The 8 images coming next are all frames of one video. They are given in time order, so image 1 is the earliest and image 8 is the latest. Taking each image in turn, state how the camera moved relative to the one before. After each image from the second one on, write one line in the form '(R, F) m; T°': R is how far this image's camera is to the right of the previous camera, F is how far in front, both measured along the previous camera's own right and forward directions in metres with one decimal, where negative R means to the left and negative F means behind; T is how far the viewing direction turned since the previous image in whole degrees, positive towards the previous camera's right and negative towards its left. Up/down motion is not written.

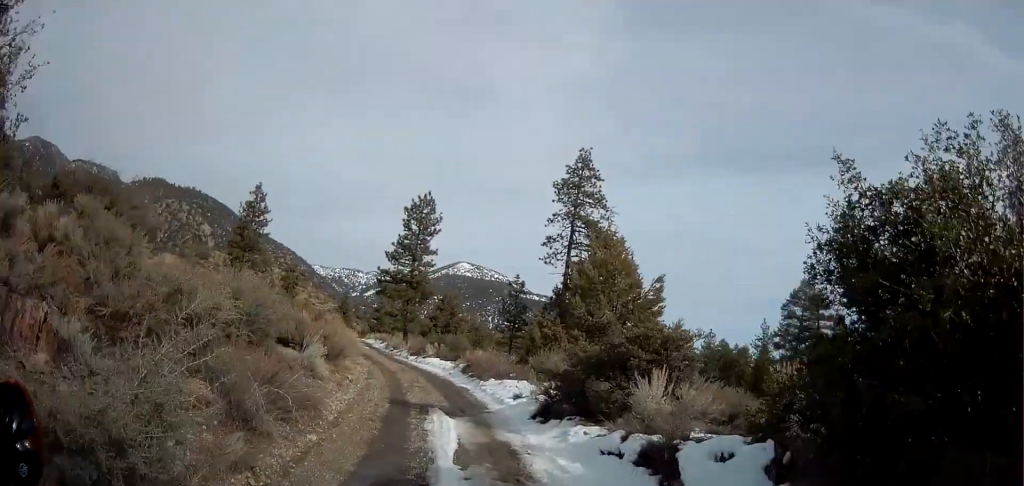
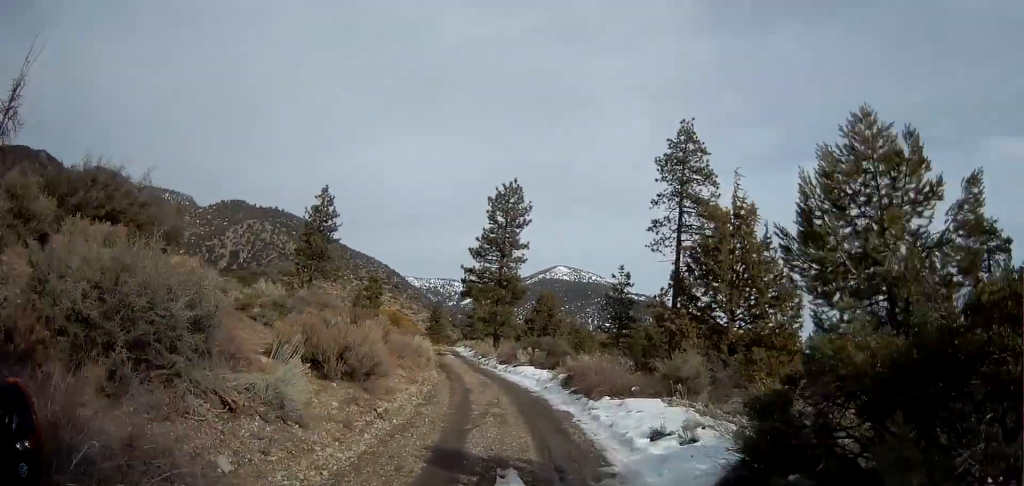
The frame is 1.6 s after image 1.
(-0.7, +6.6) m; -7°
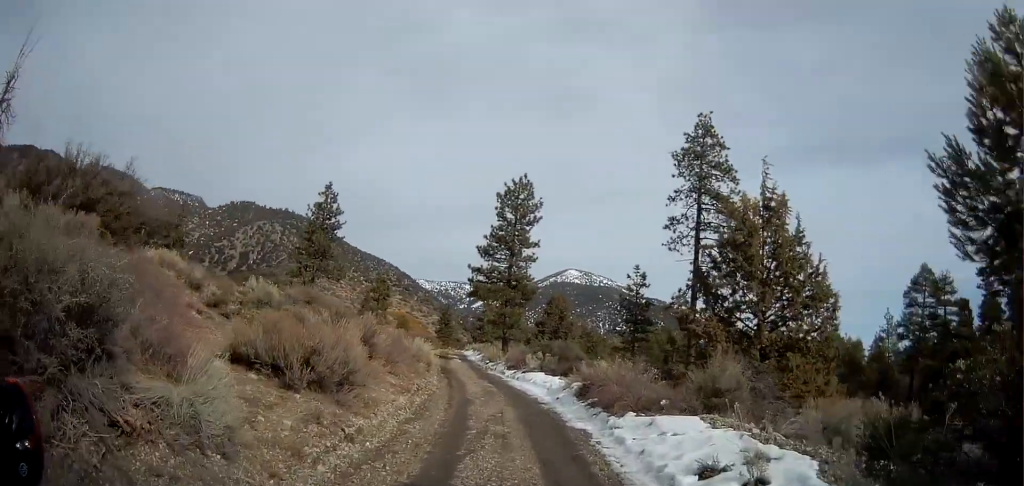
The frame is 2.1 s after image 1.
(+0.1, +2.3) m; 0°
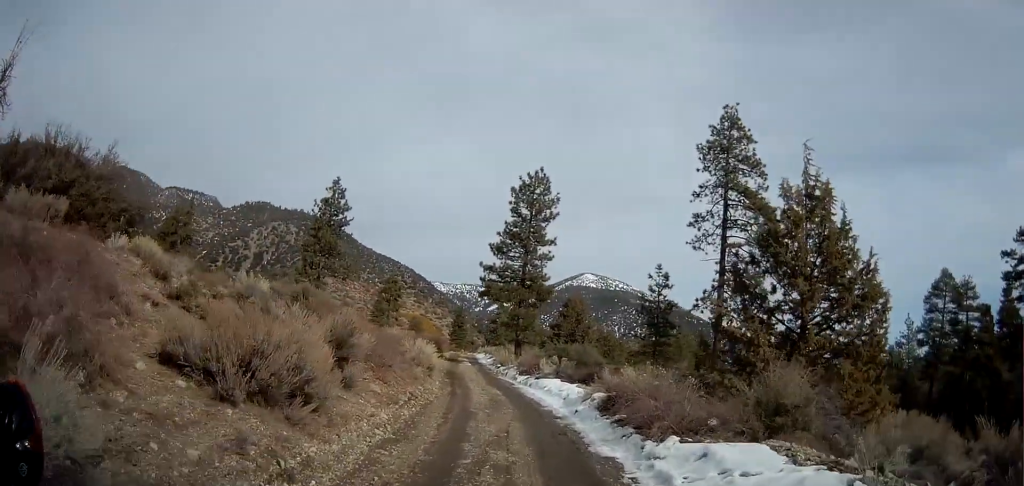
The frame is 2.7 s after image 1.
(-0.1, +2.8) m; -3°
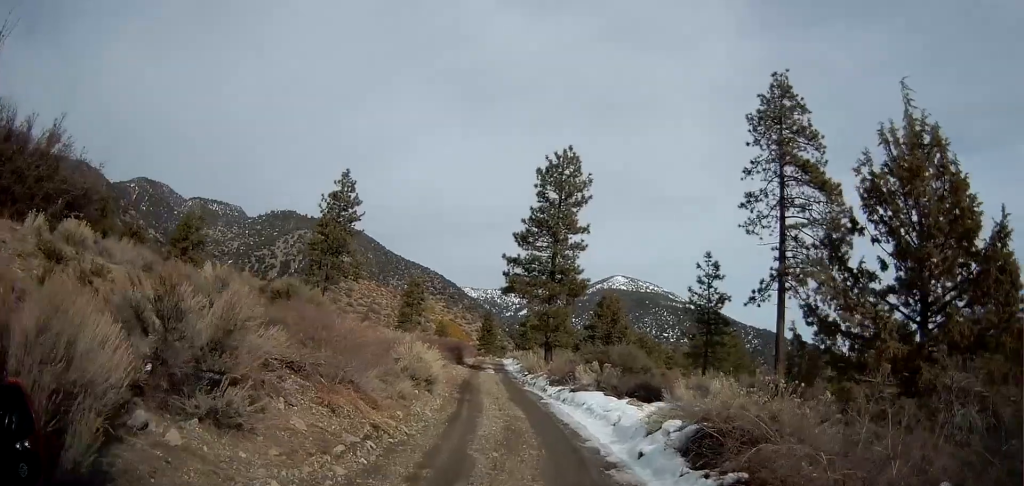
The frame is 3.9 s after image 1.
(-0.2, +5.8) m; -7°
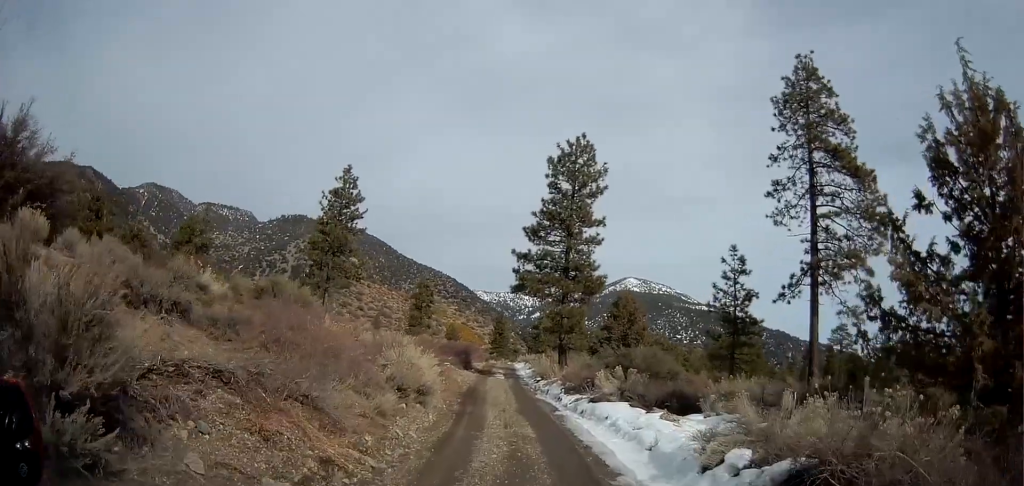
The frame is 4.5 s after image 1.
(-0.1, +2.8) m; -1°
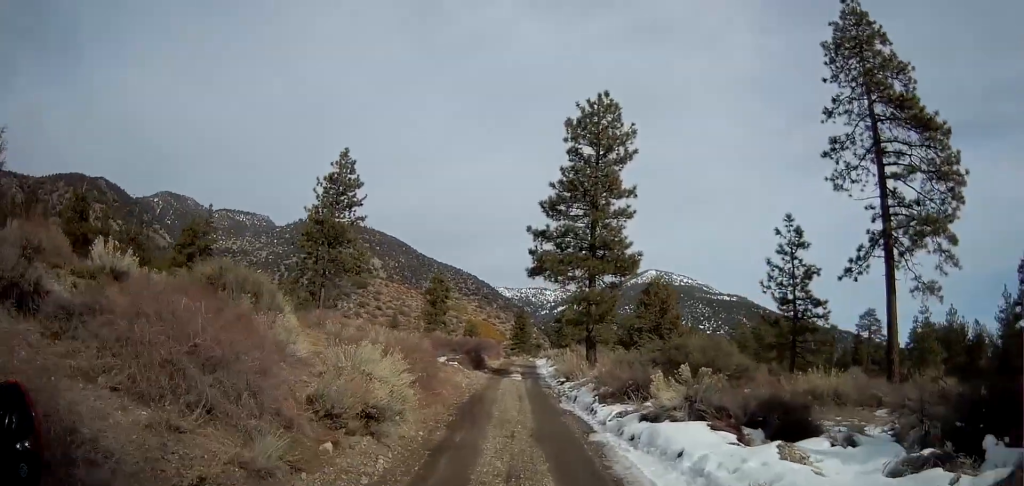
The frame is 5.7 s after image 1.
(0.0, +5.7) m; +1°
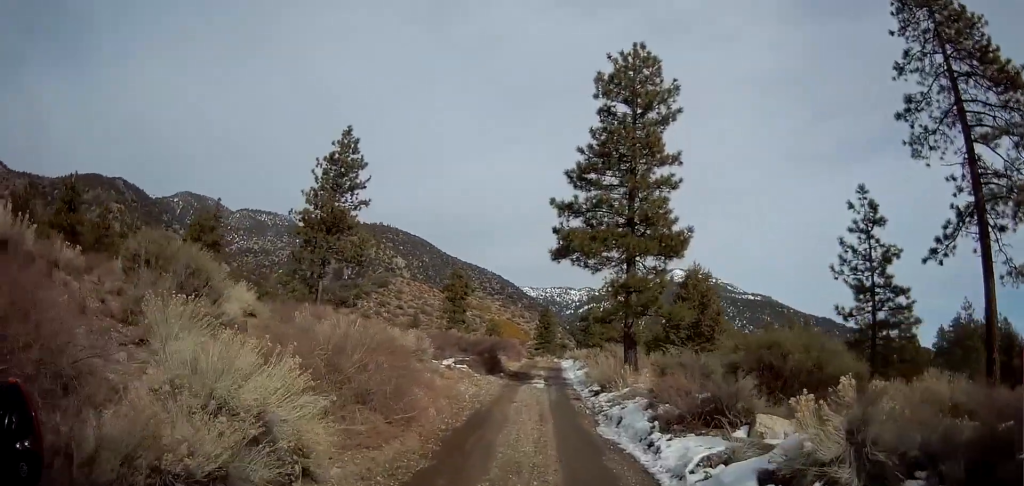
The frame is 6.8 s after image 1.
(0.0, +5.4) m; 0°
